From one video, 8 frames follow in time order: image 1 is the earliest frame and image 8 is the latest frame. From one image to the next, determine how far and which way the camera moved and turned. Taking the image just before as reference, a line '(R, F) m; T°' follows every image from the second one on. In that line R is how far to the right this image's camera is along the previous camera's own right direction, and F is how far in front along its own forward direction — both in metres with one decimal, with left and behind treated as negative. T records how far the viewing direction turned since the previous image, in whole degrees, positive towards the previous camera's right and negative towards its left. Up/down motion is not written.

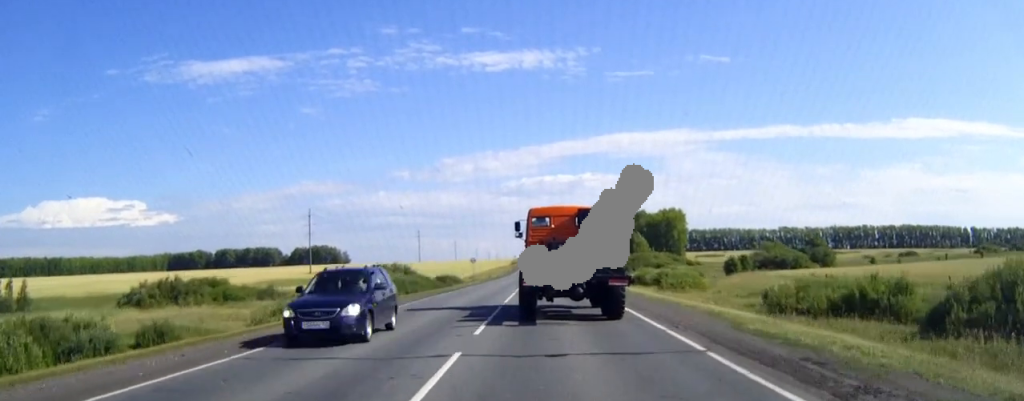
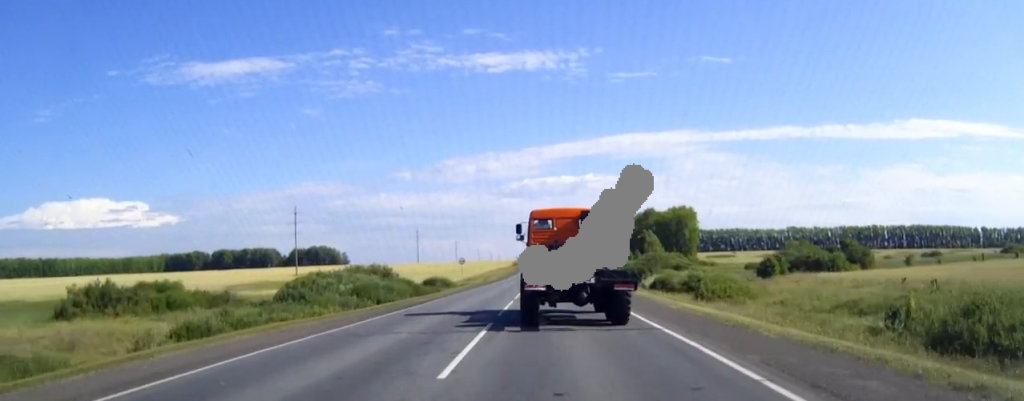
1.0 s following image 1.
(0.0, +17.4) m; 0°
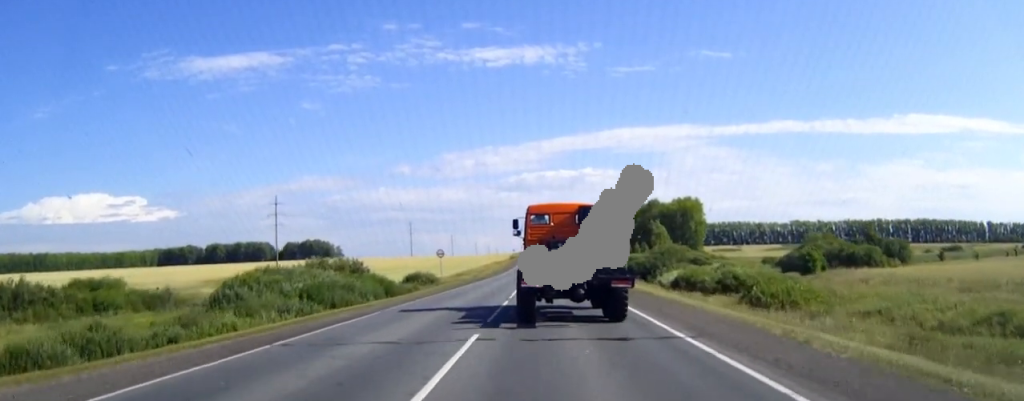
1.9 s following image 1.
(0.0, +15.9) m; 0°
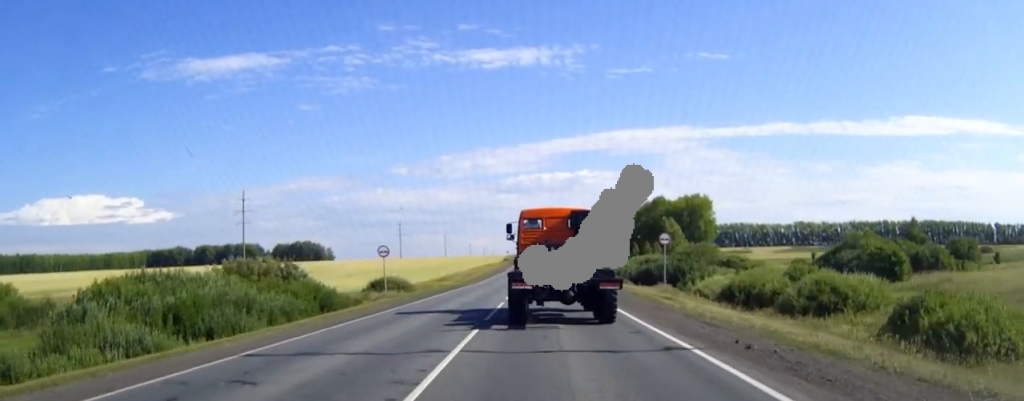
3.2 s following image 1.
(+0.1, +22.3) m; 0°
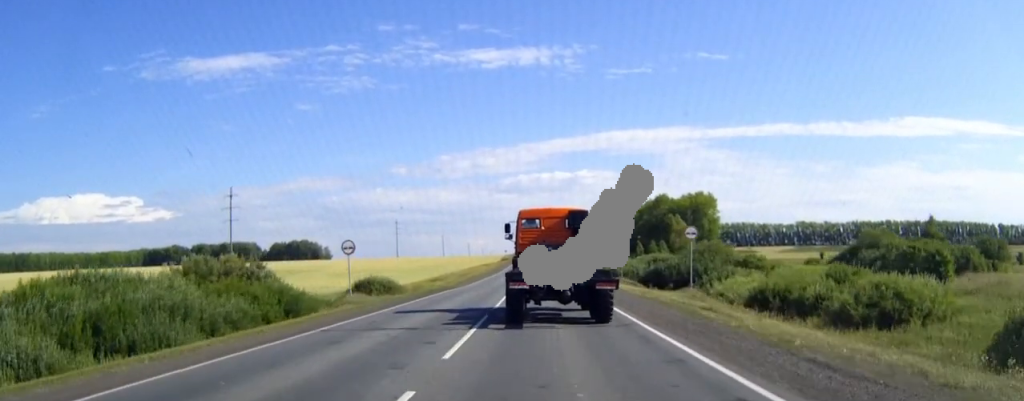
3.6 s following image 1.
(0.0, +7.9) m; 0°
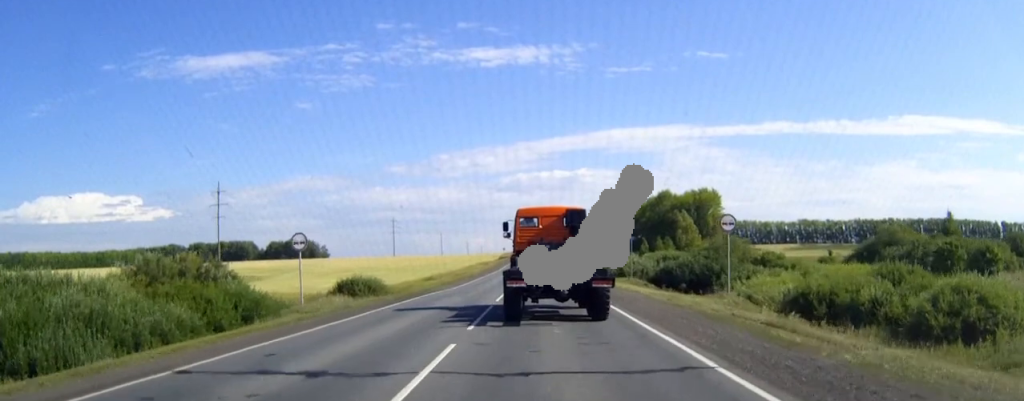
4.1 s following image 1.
(0.0, +7.3) m; 0°
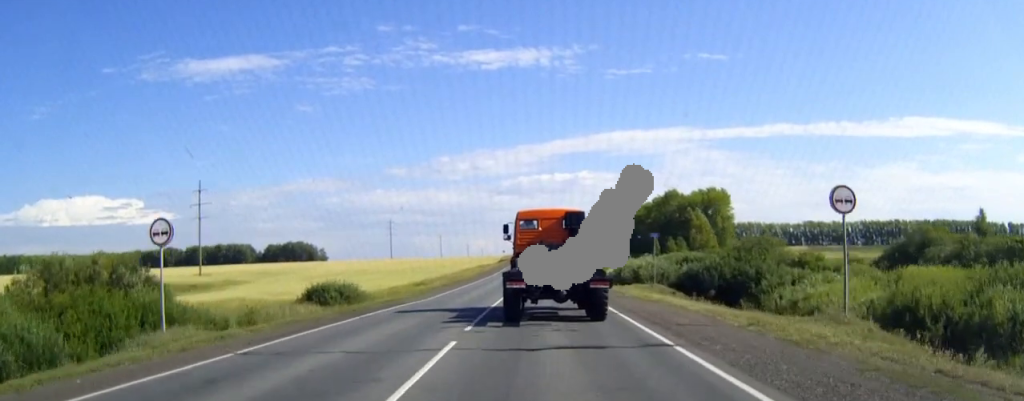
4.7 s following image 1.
(0.0, +11.2) m; 0°
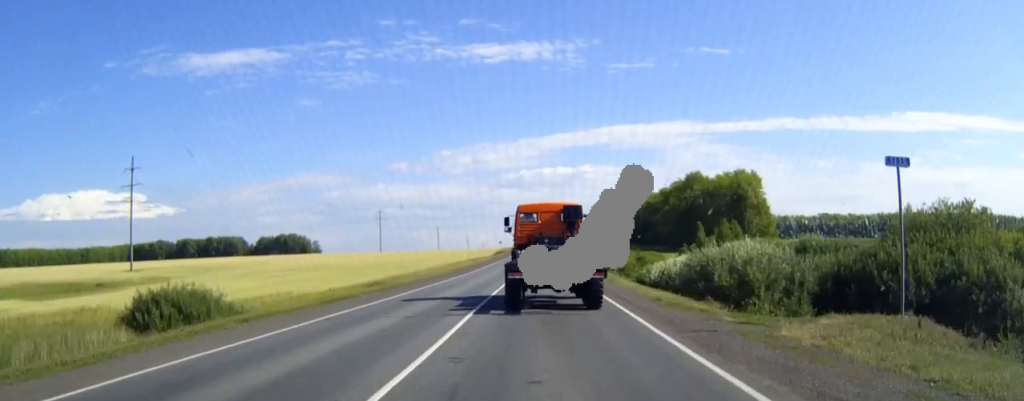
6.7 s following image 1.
(-0.1, +32.5) m; 0°
